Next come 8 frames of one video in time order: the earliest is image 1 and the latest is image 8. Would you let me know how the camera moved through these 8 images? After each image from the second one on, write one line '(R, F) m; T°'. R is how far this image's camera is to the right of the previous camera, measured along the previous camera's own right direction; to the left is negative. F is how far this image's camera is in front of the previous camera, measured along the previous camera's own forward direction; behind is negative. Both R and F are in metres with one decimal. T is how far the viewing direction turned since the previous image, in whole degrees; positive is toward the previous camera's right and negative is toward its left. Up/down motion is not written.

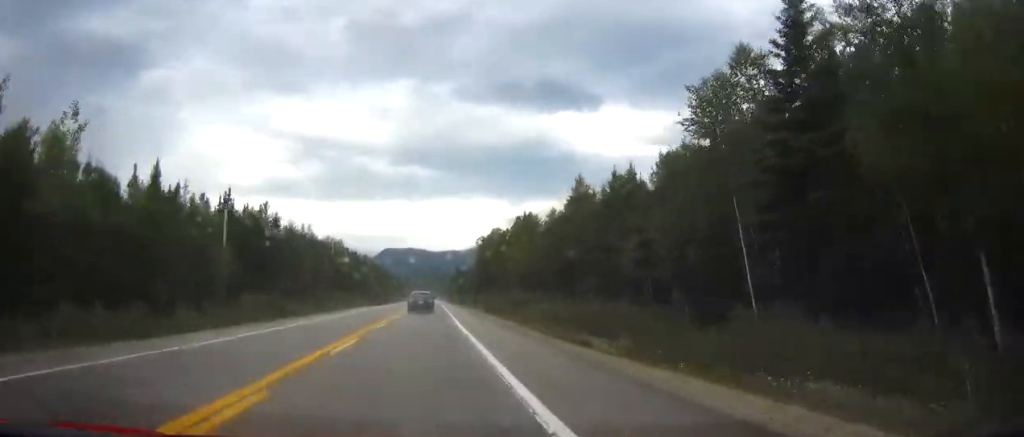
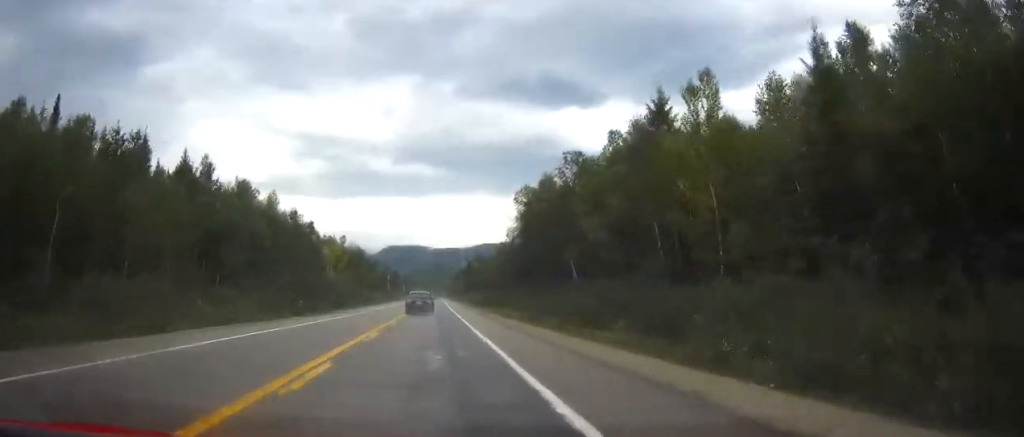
(0.0, +59.3) m; 0°
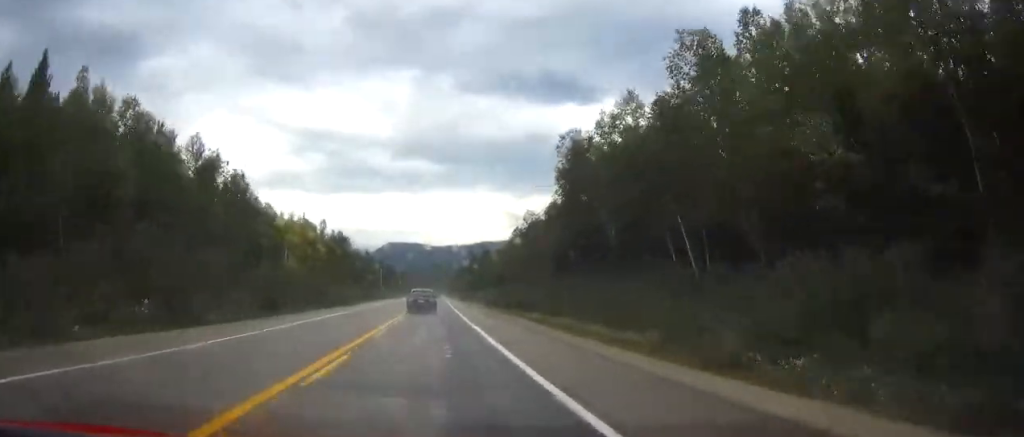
(-0.1, +25.8) m; 0°
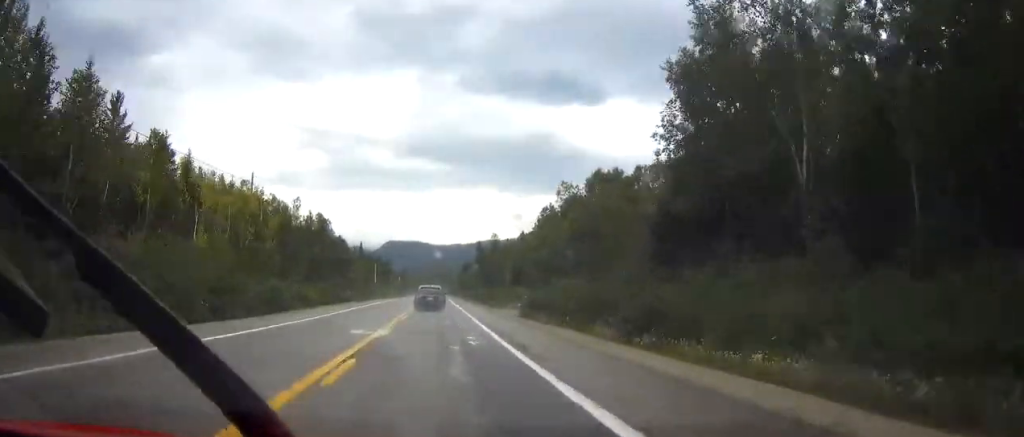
(+0.1, +26.8) m; 0°
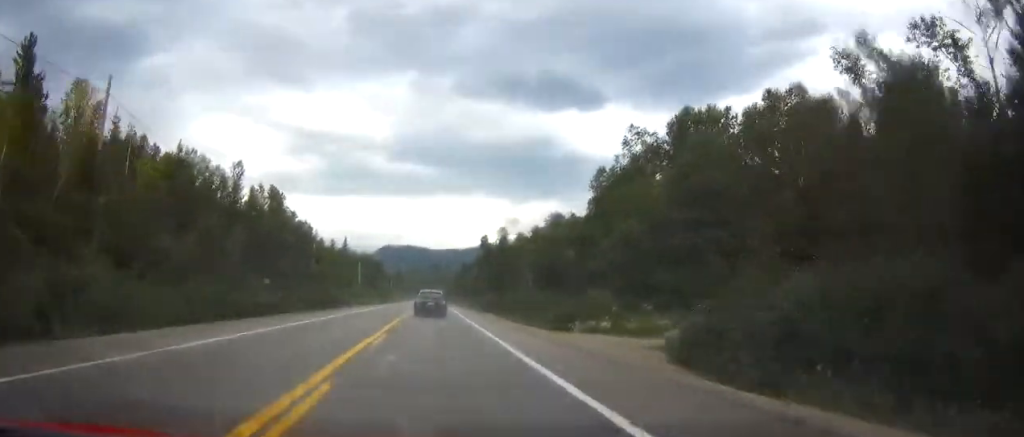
(+0.1, +29.8) m; 0°
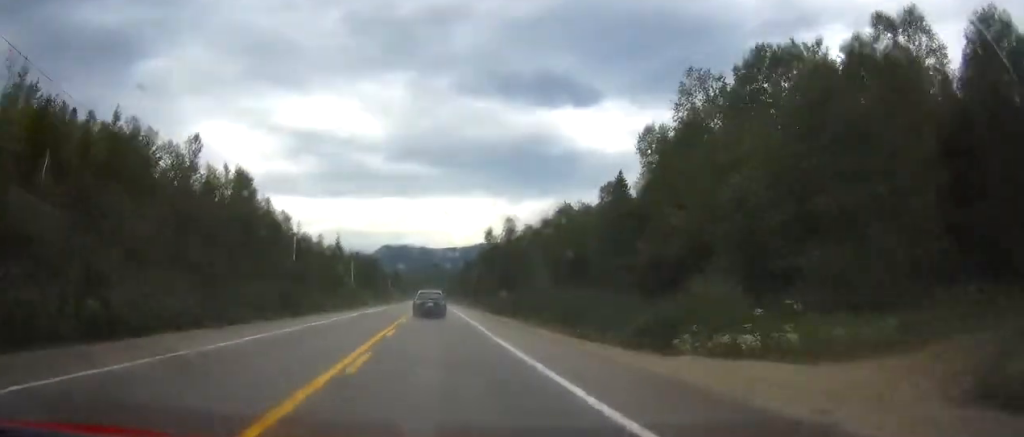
(0.0, +13.3) m; 0°
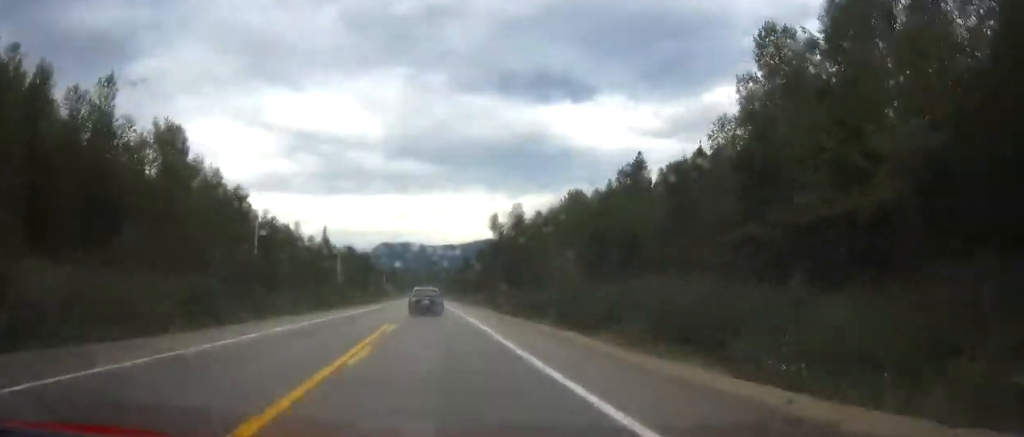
(0.0, +17.2) m; 0°
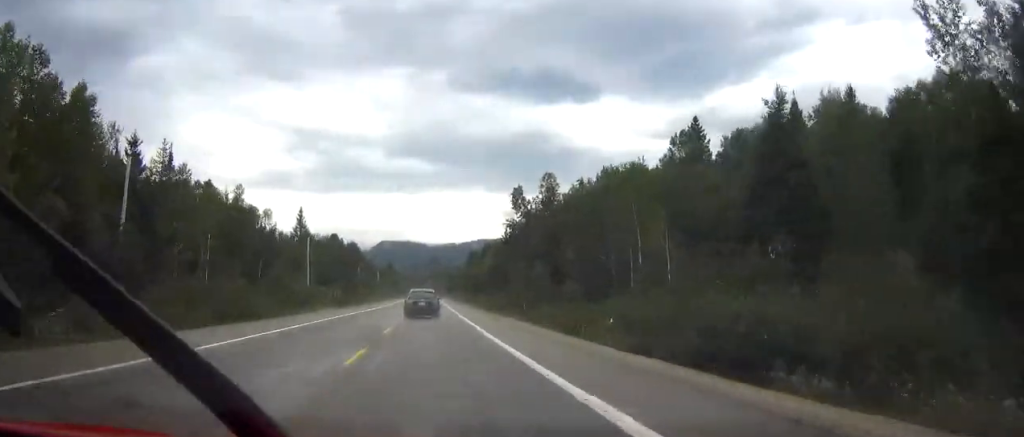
(0.0, +30.1) m; 0°
